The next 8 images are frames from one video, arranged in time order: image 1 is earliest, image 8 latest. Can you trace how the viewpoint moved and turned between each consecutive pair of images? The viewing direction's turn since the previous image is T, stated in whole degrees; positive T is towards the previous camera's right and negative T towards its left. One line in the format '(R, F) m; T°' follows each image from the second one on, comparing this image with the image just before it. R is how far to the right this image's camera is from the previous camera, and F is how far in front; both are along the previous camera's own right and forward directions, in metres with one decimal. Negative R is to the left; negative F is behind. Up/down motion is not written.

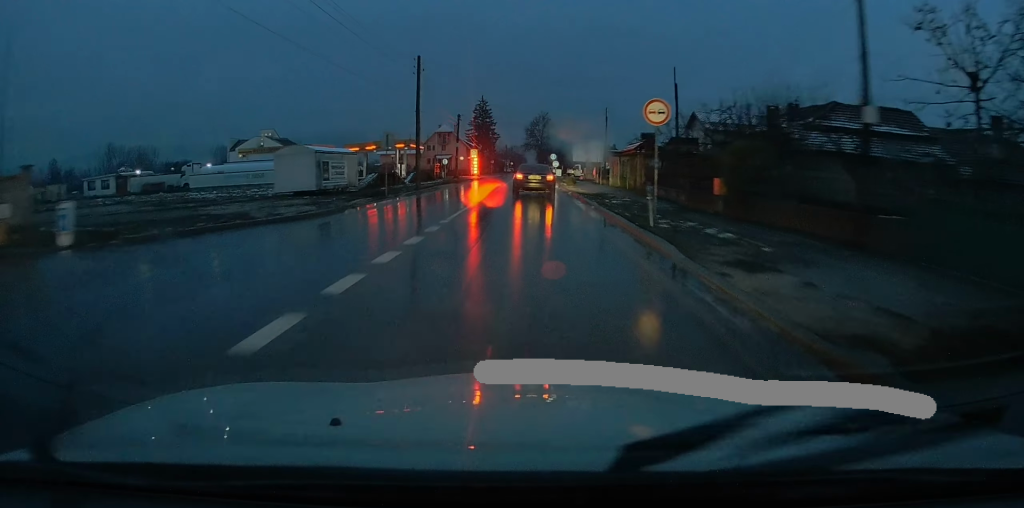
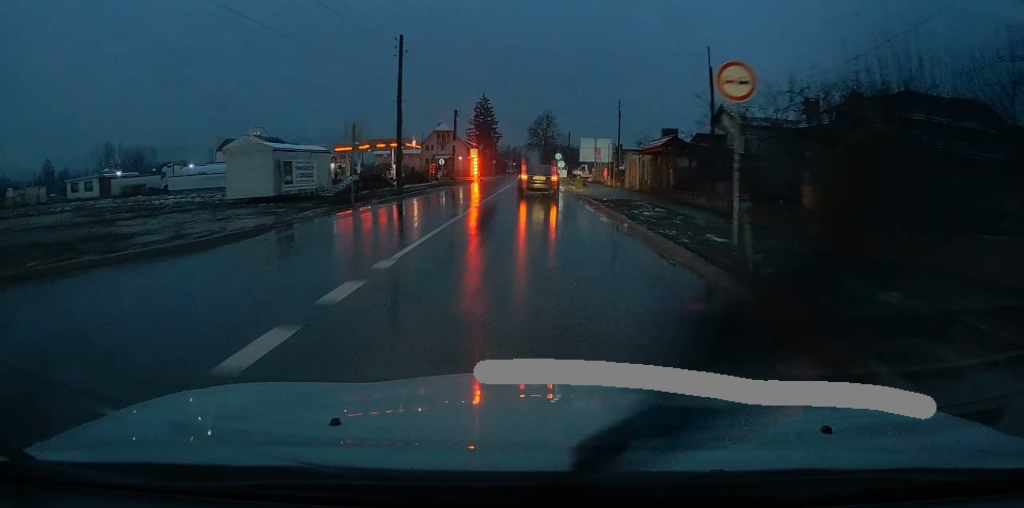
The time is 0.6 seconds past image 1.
(0.0, +6.4) m; 0°
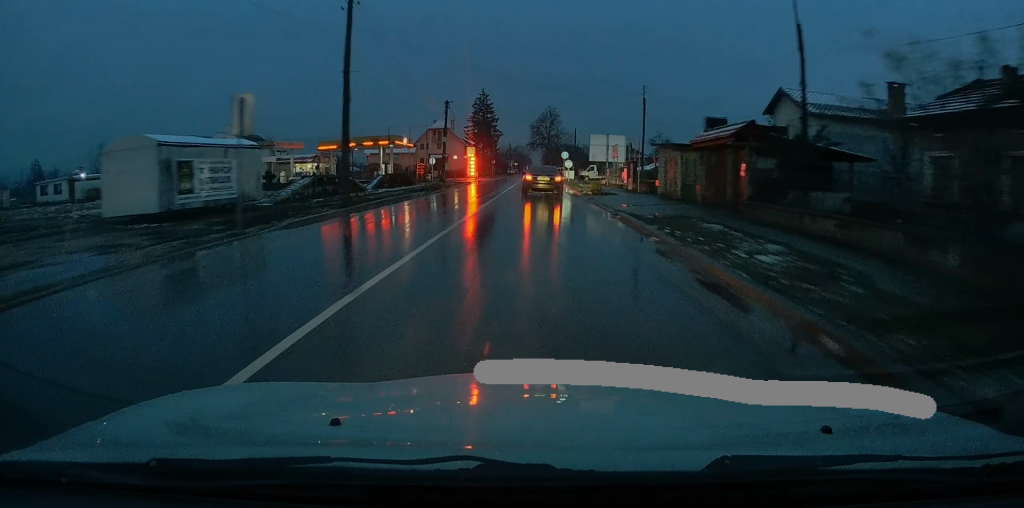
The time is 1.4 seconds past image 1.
(-0.1, +9.8) m; -1°
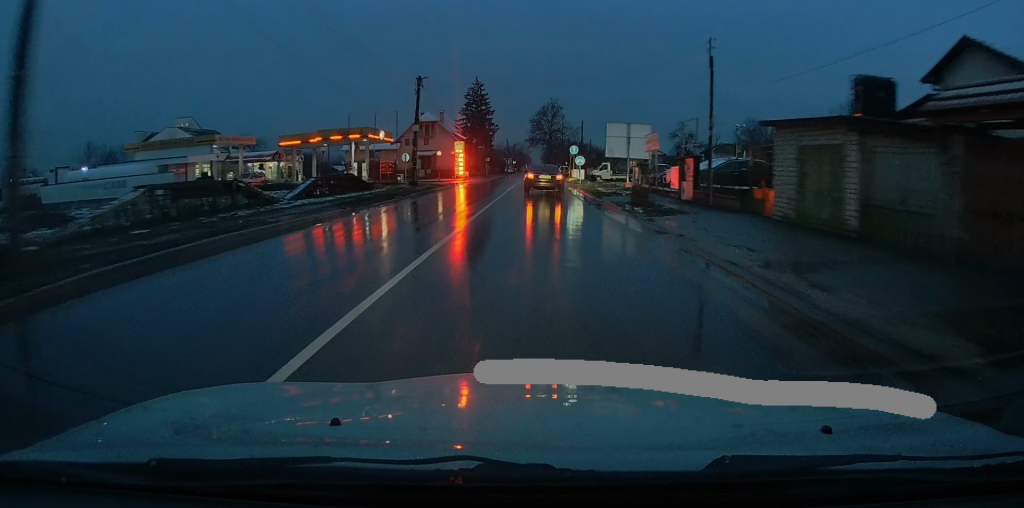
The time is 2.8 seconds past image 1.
(0.0, +15.3) m; 0°
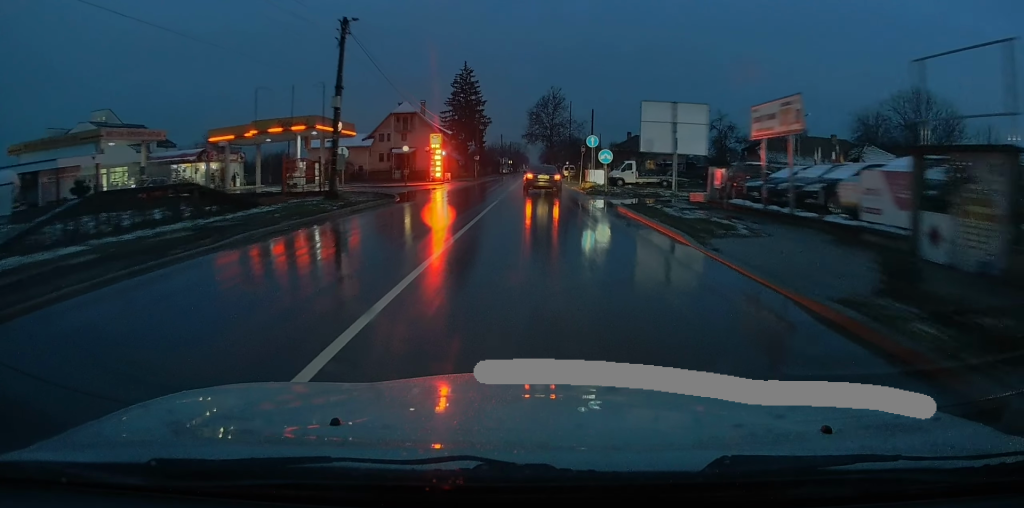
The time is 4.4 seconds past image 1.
(-0.2, +18.8) m; 0°
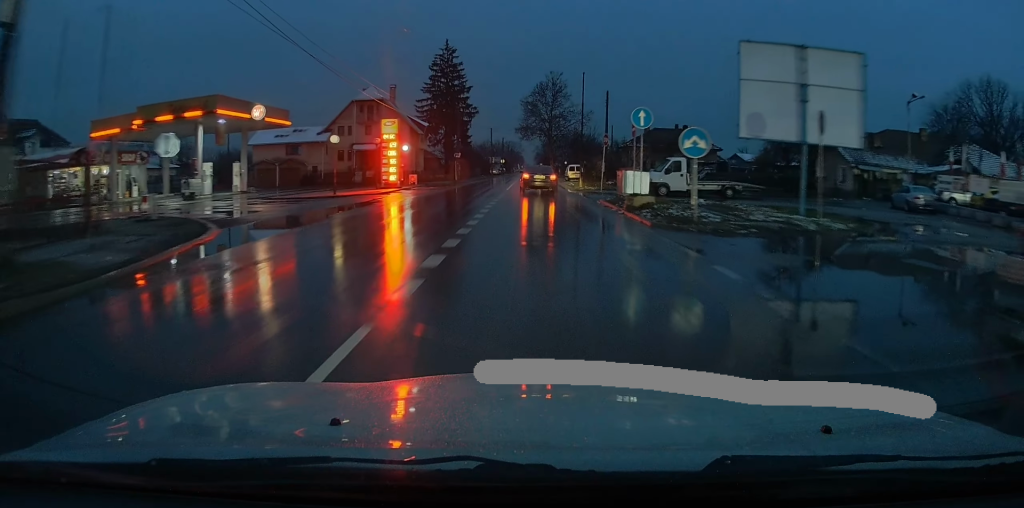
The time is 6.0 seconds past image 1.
(+0.3, +18.9) m; +1°
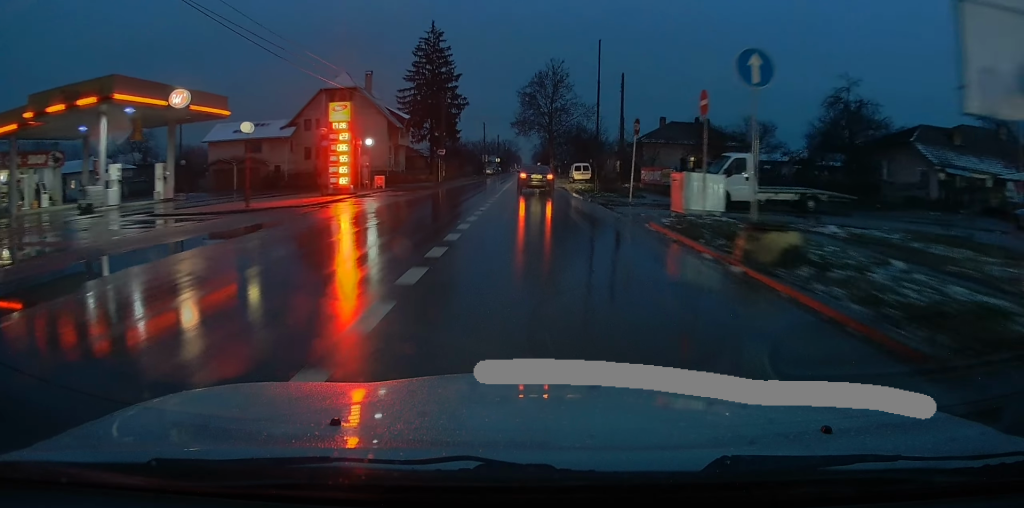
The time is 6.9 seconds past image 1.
(+0.1, +11.0) m; 0°
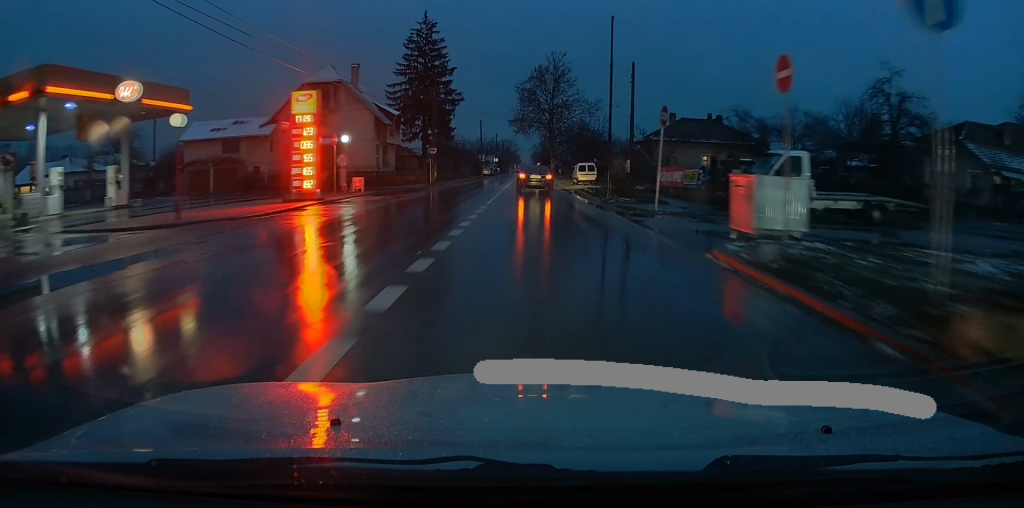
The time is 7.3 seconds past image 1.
(+0.1, +5.1) m; 0°
